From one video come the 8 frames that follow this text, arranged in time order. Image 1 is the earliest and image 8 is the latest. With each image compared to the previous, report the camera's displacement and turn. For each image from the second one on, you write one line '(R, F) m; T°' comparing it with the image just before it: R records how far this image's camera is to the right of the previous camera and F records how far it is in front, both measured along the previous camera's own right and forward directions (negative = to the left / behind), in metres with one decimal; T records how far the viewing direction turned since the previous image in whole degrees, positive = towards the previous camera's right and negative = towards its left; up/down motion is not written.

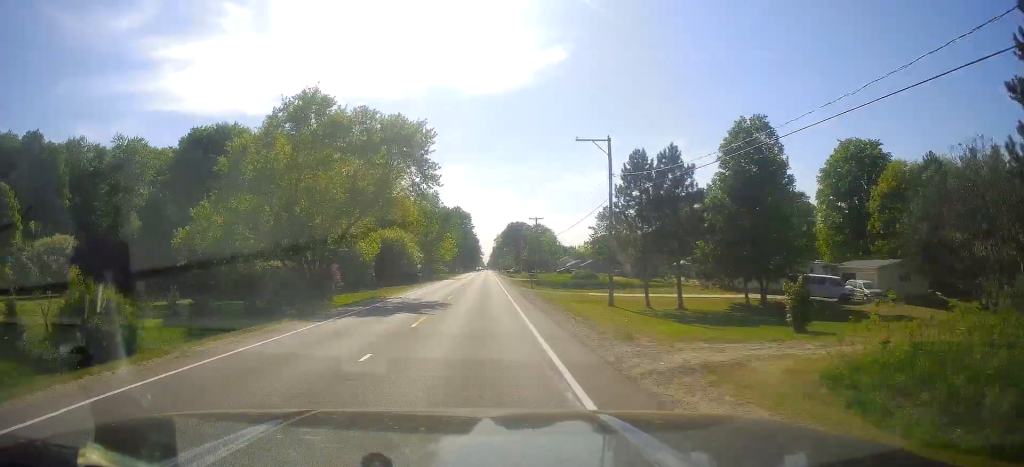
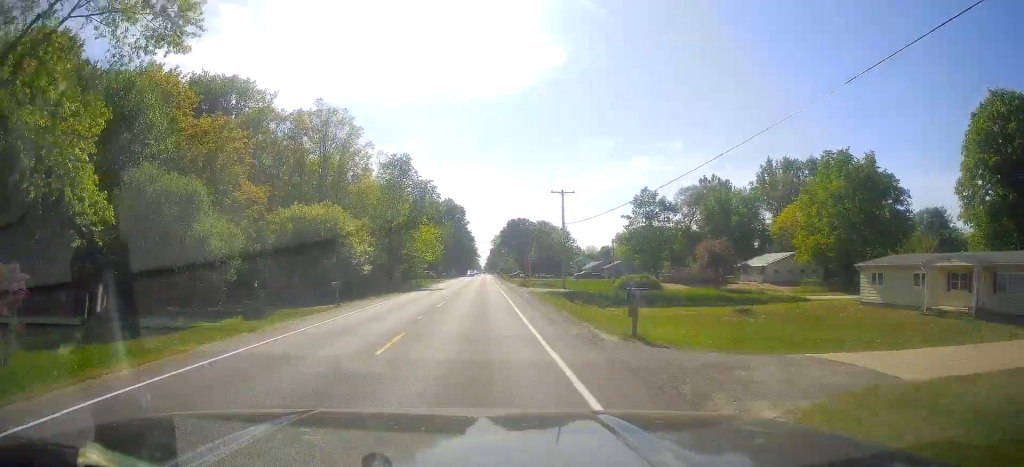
(+0.4, +36.4) m; +1°
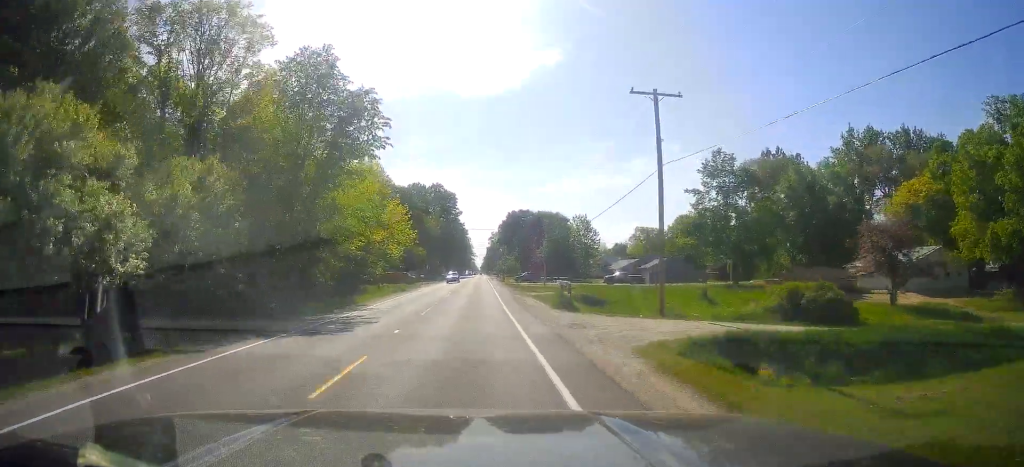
(-0.1, +34.4) m; 0°
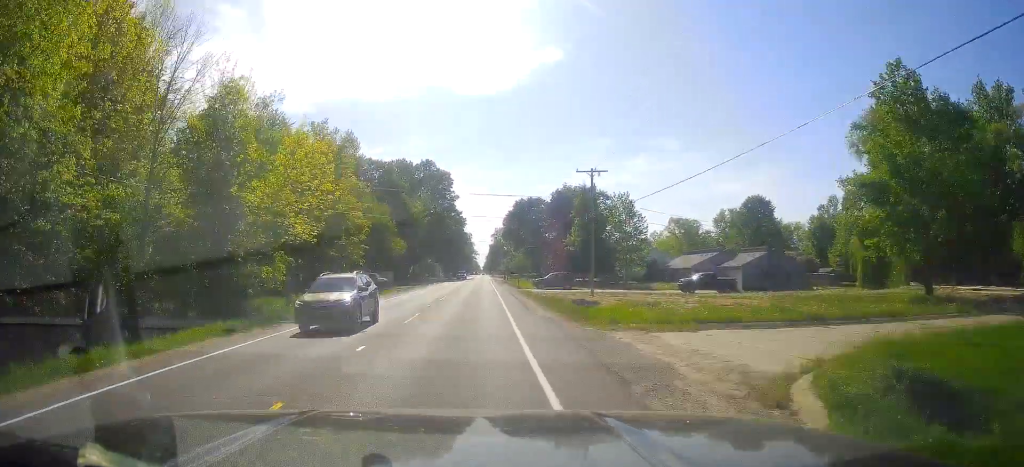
(+0.3, +33.8) m; 0°
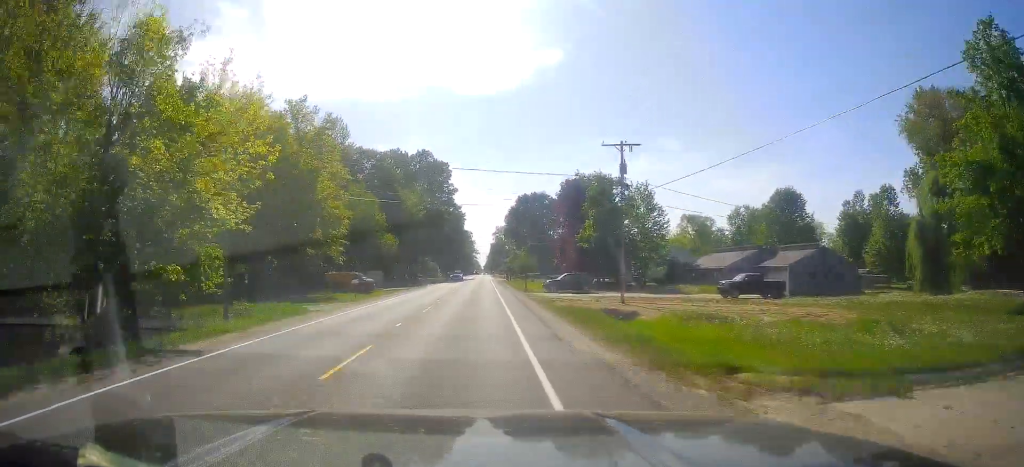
(-0.2, +9.7) m; 0°
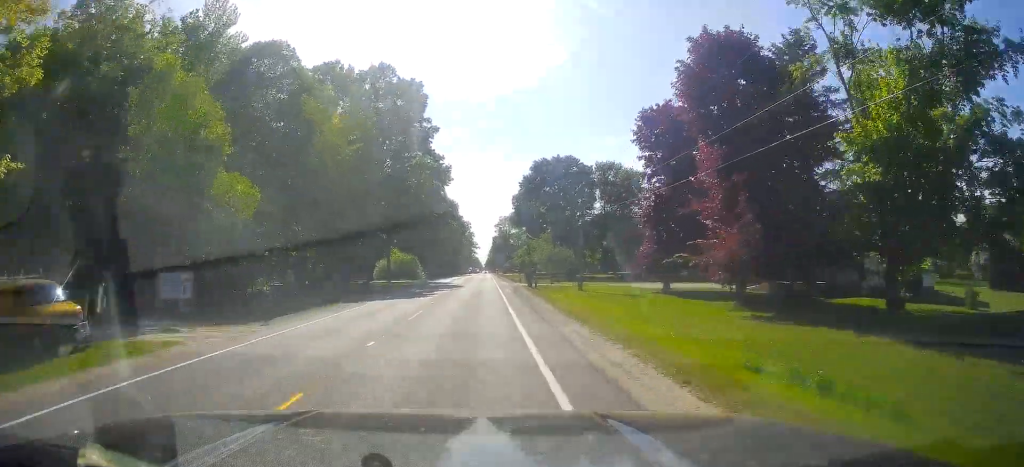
(0.0, +50.3) m; 0°
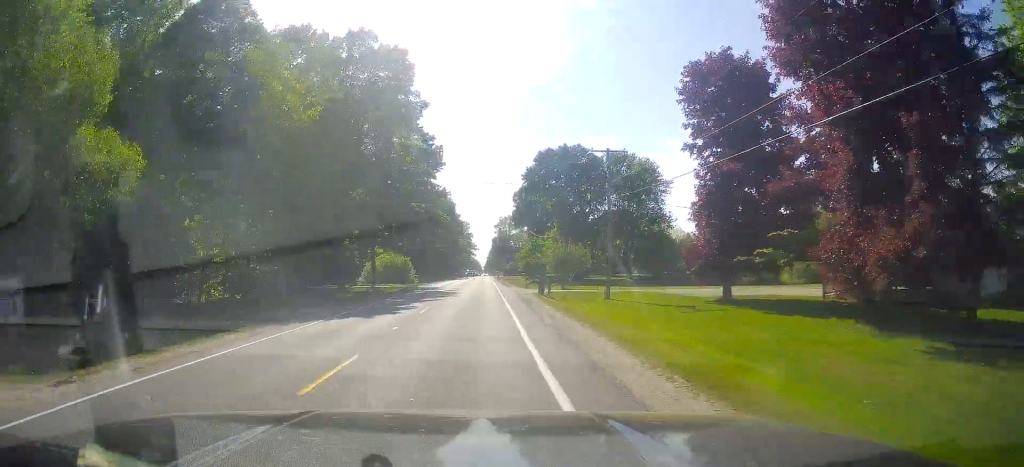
(-0.1, +11.4) m; 0°
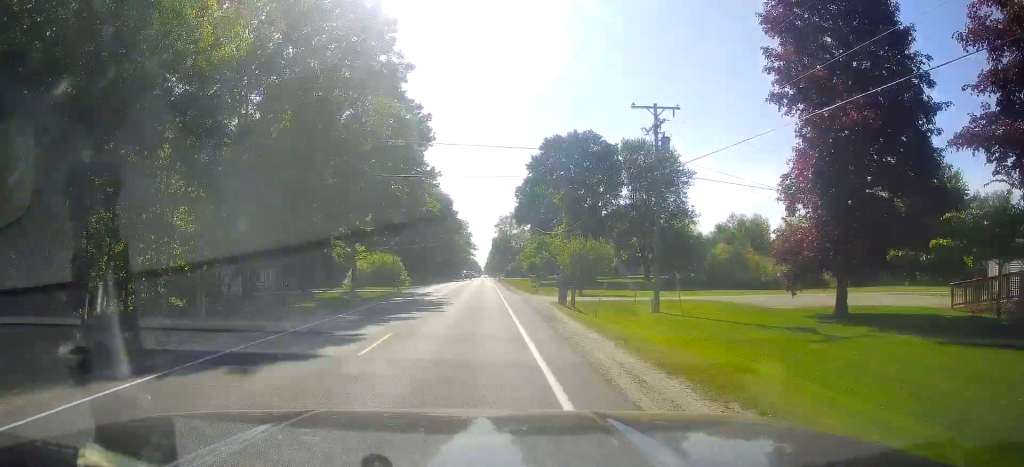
(+0.3, +11.4) m; 0°
